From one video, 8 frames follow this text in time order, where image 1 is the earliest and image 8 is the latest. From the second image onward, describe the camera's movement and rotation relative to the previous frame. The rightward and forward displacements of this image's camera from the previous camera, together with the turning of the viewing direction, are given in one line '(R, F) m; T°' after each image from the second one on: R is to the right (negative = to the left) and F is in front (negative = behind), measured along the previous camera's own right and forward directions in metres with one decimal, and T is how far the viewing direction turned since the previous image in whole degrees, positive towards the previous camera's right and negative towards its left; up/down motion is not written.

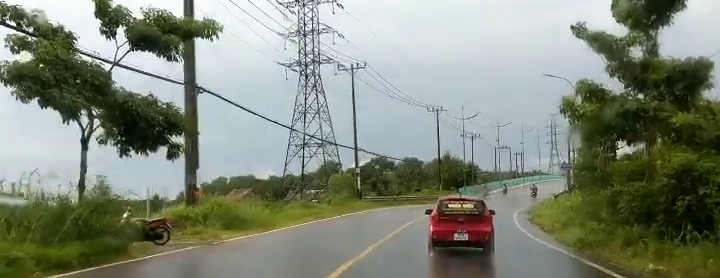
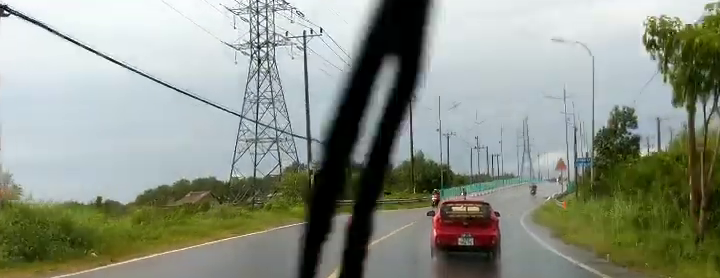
(+0.1, +12.4) m; -2°
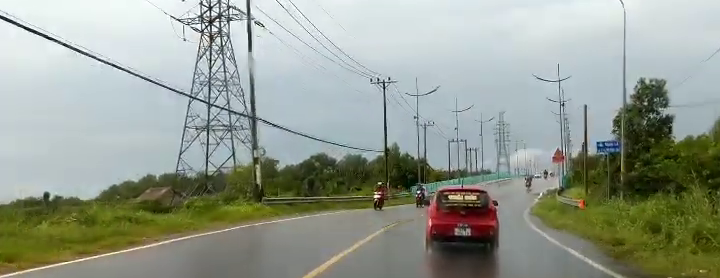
(-0.4, +9.1) m; -7°
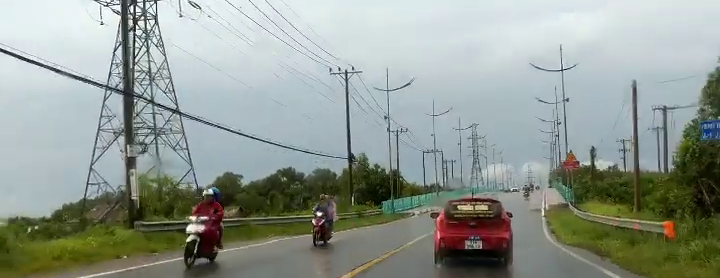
(-1.2, +11.8) m; +3°
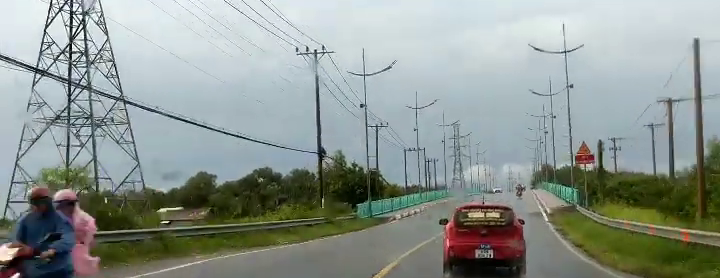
(+0.8, +6.6) m; +9°
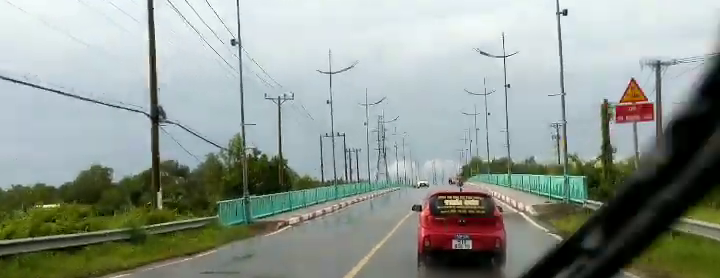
(+3.1, +15.7) m; +14°
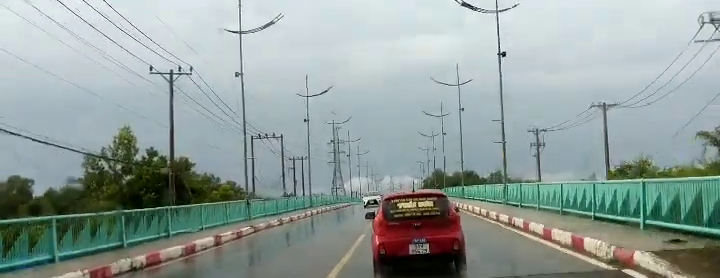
(+0.3, +17.6) m; +2°
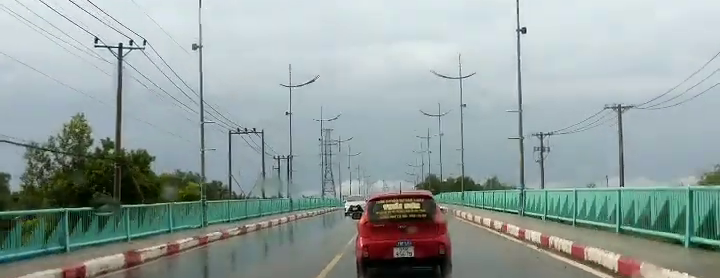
(-0.1, +7.4) m; +2°
